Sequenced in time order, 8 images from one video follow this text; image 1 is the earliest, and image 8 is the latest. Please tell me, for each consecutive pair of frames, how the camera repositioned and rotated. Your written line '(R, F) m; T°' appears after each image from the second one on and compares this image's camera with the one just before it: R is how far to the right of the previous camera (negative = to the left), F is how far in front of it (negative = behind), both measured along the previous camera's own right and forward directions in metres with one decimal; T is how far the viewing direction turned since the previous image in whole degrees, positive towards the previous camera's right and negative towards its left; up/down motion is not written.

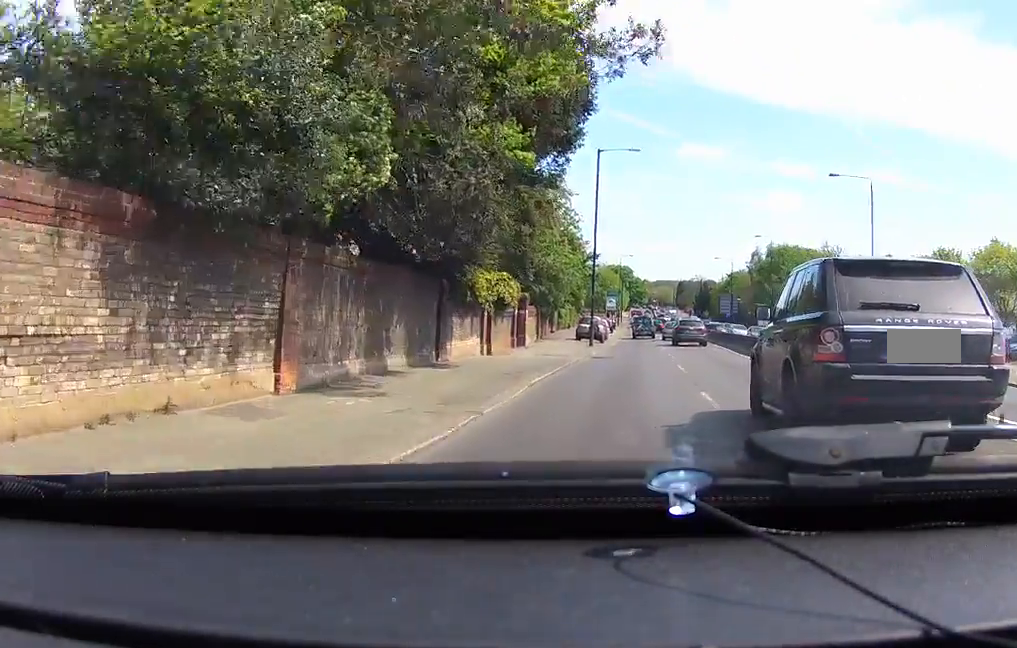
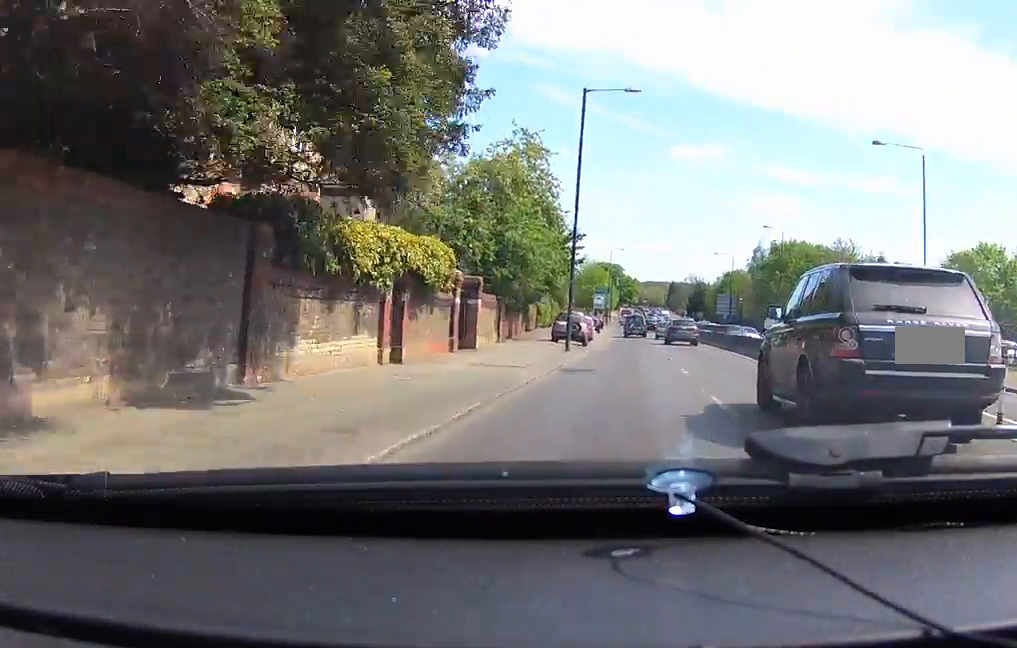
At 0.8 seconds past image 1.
(-0.1, +9.8) m; -1°
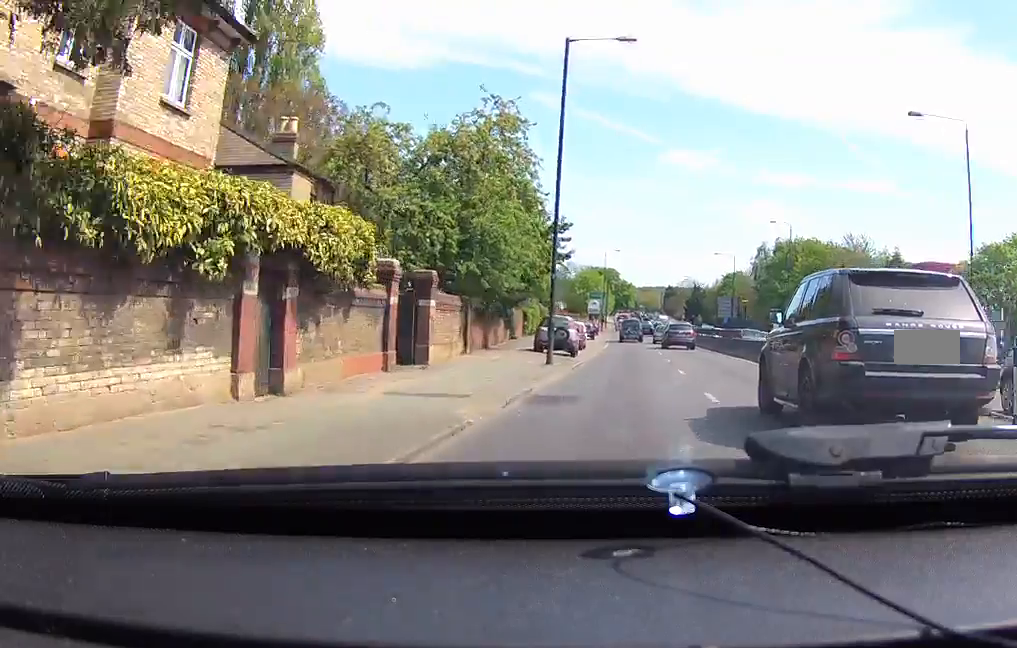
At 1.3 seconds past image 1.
(-0.1, +5.6) m; -1°
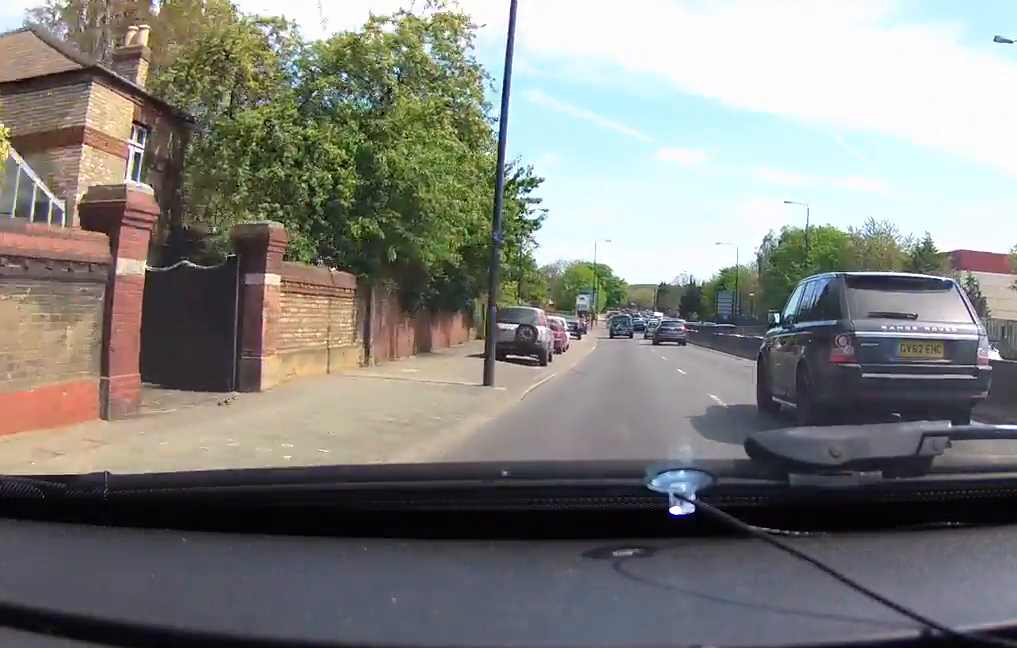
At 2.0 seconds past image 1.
(0.0, +8.9) m; 0°
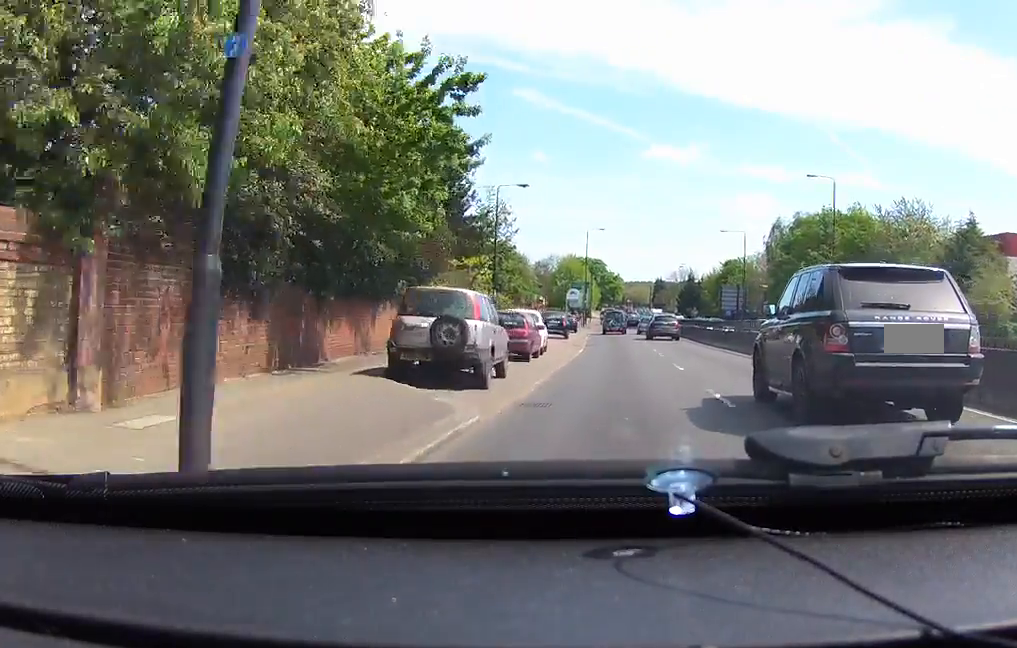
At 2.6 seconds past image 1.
(0.0, +8.7) m; 0°
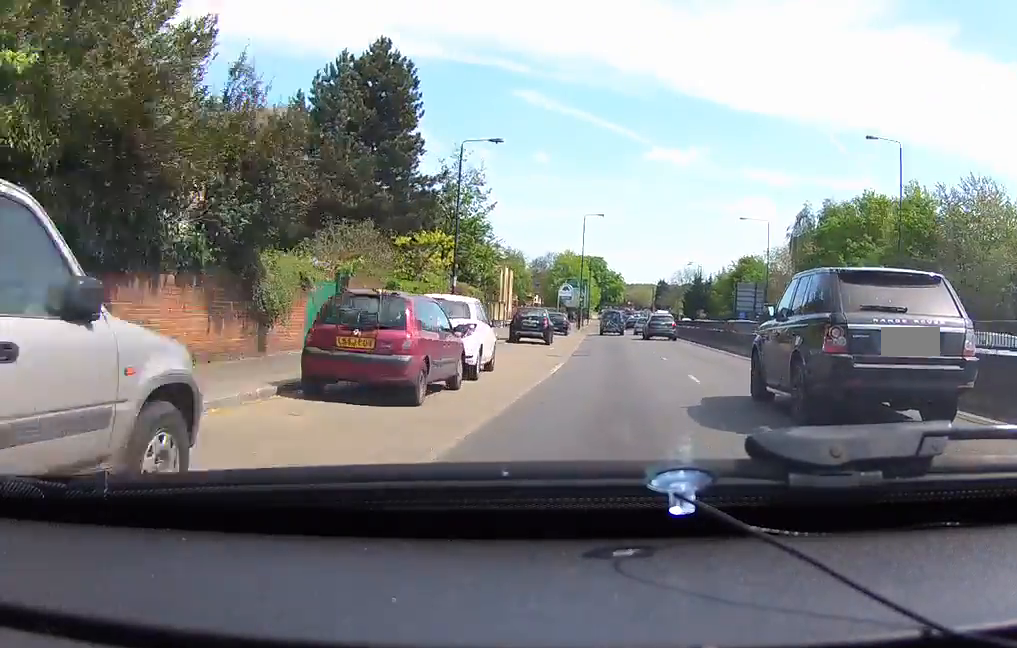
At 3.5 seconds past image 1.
(0.0, +11.4) m; 0°
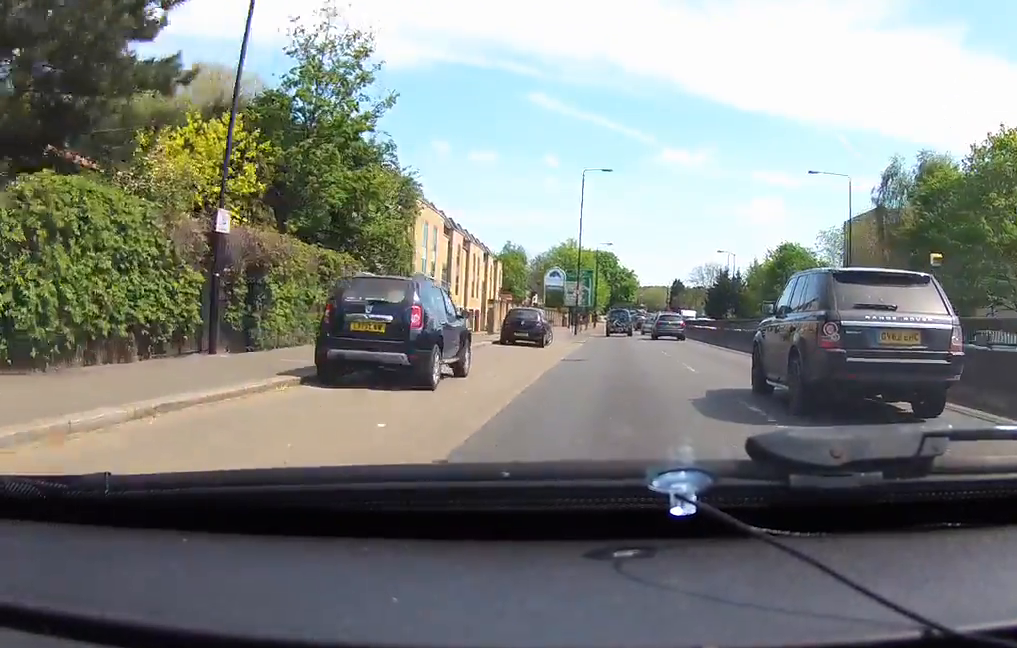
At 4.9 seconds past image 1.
(+0.1, +21.8) m; 0°
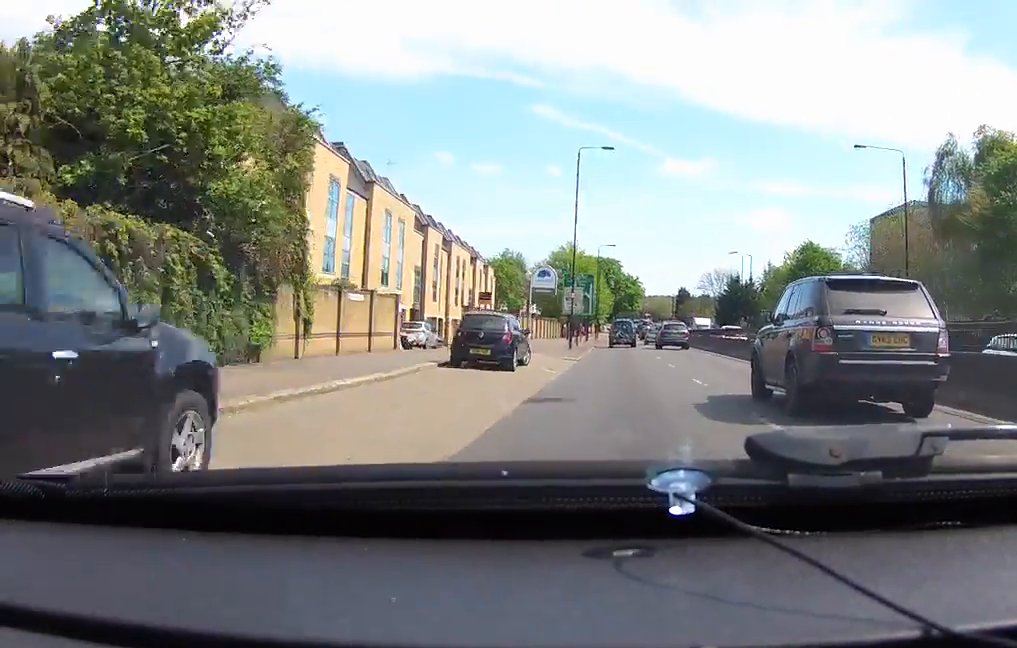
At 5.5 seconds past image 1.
(0.0, +9.5) m; 0°
